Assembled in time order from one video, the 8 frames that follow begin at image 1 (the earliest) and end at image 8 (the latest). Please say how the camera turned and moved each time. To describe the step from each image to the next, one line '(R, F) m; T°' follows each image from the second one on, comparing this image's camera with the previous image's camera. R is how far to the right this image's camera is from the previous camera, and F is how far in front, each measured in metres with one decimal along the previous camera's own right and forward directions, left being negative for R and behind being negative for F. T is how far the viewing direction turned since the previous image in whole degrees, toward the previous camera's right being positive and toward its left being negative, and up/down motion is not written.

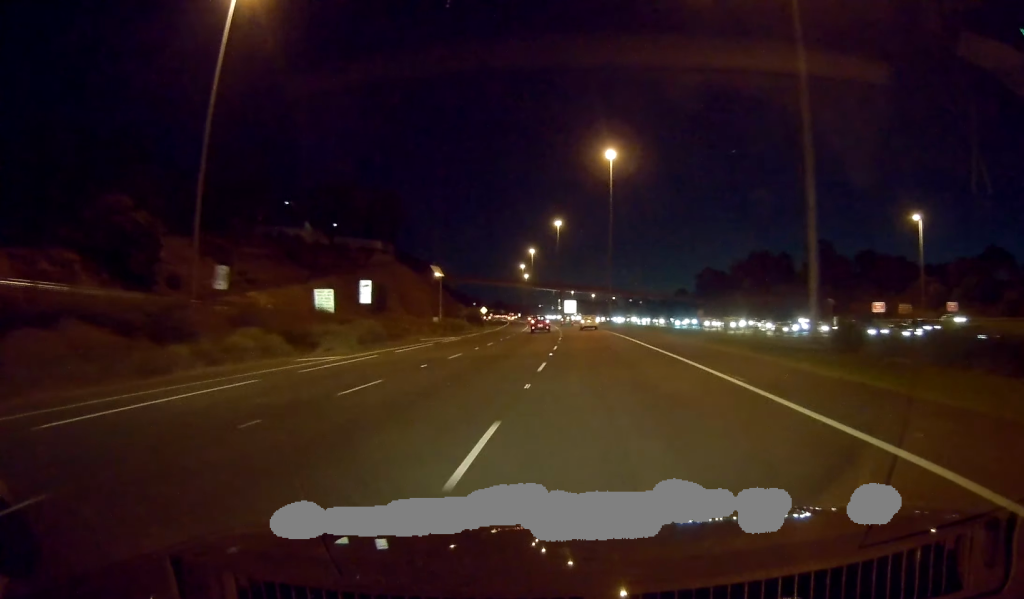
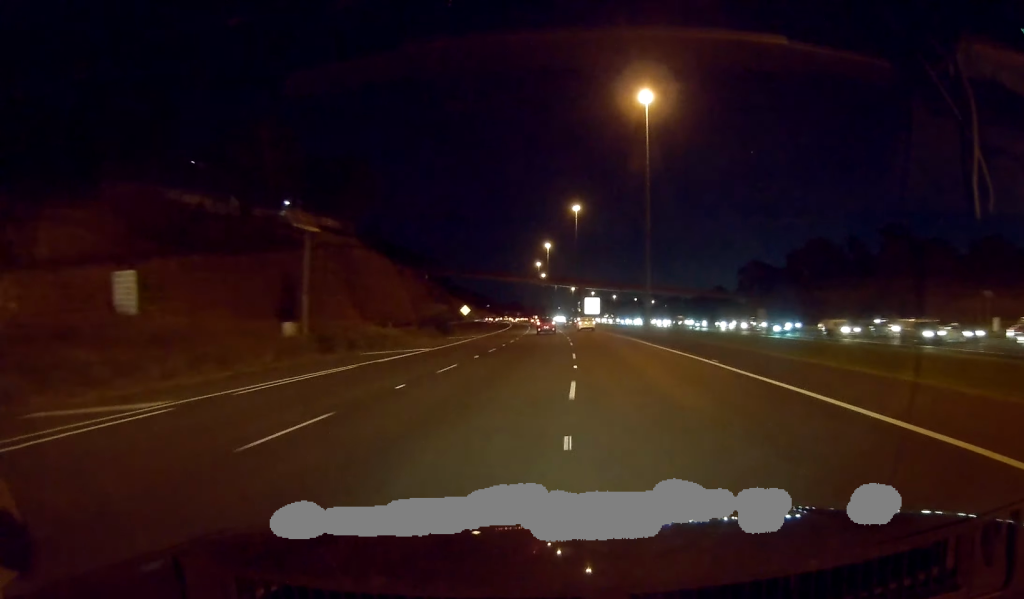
(-0.6, +41.9) m; -2°
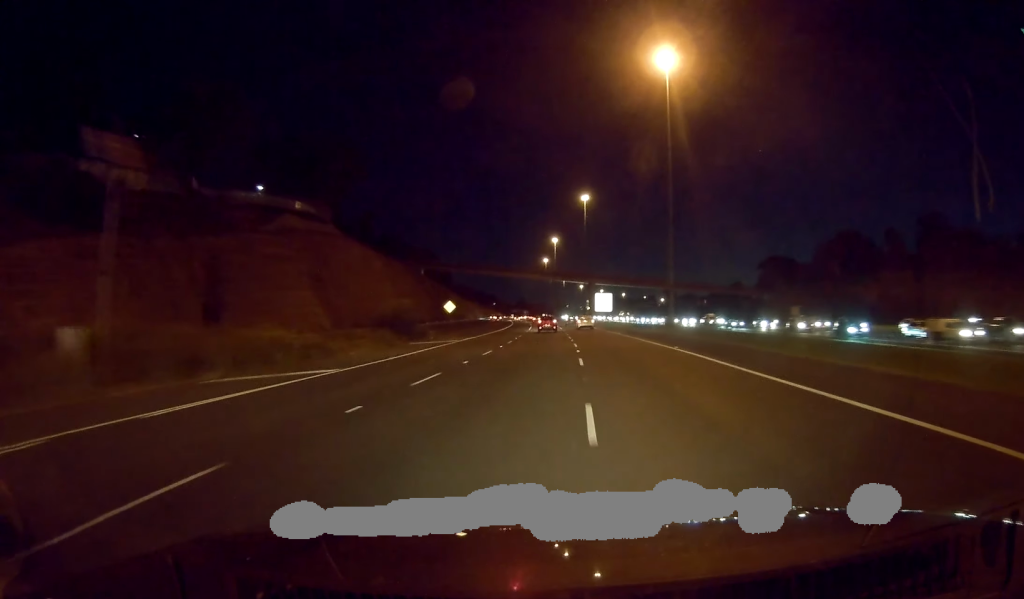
(-0.2, +16.5) m; -1°
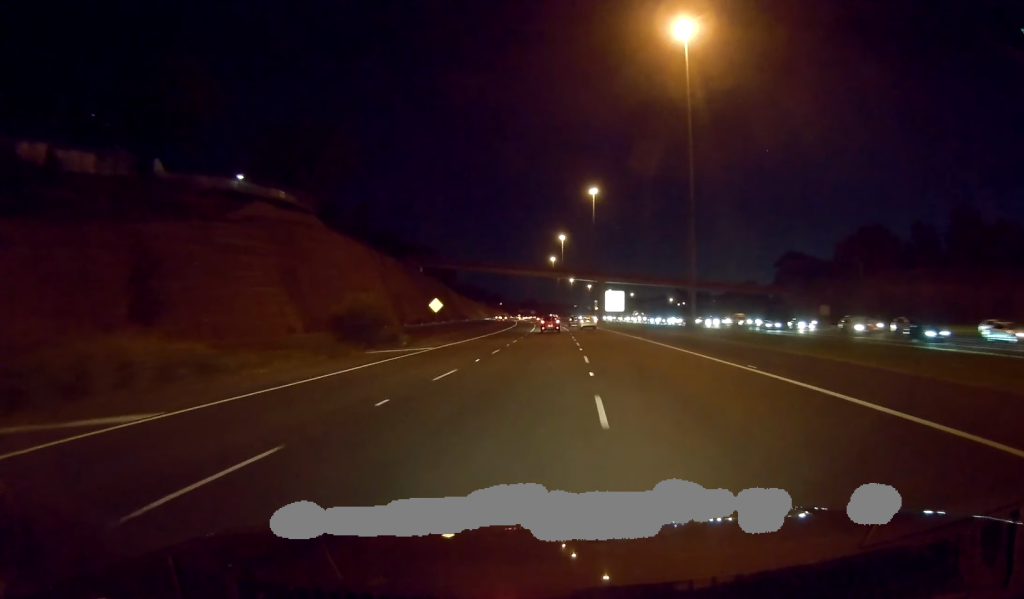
(-0.1, +10.9) m; -1°
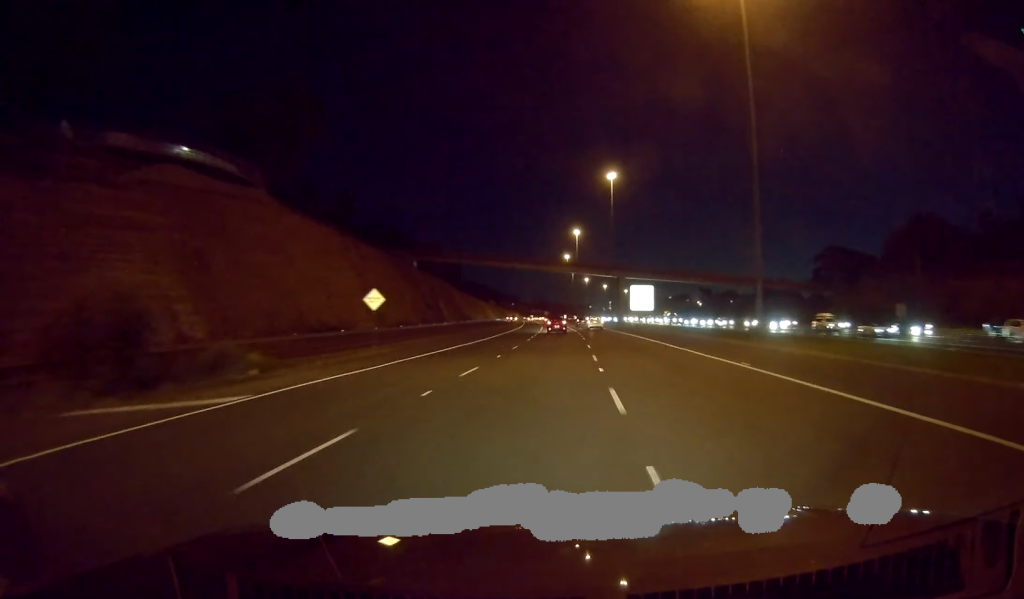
(-0.1, +22.6) m; -1°
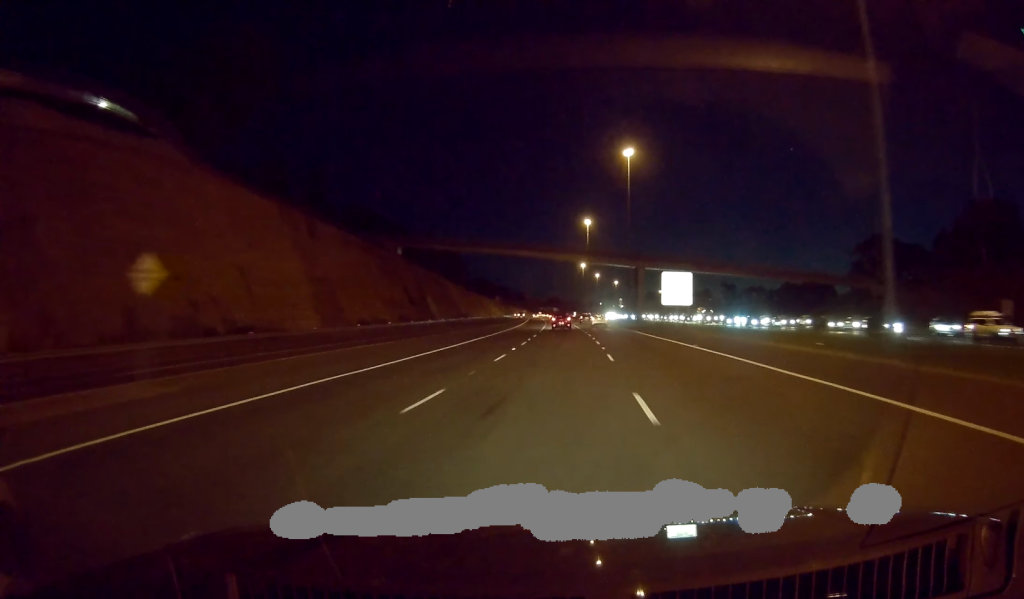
(-0.3, +22.5) m; -2°
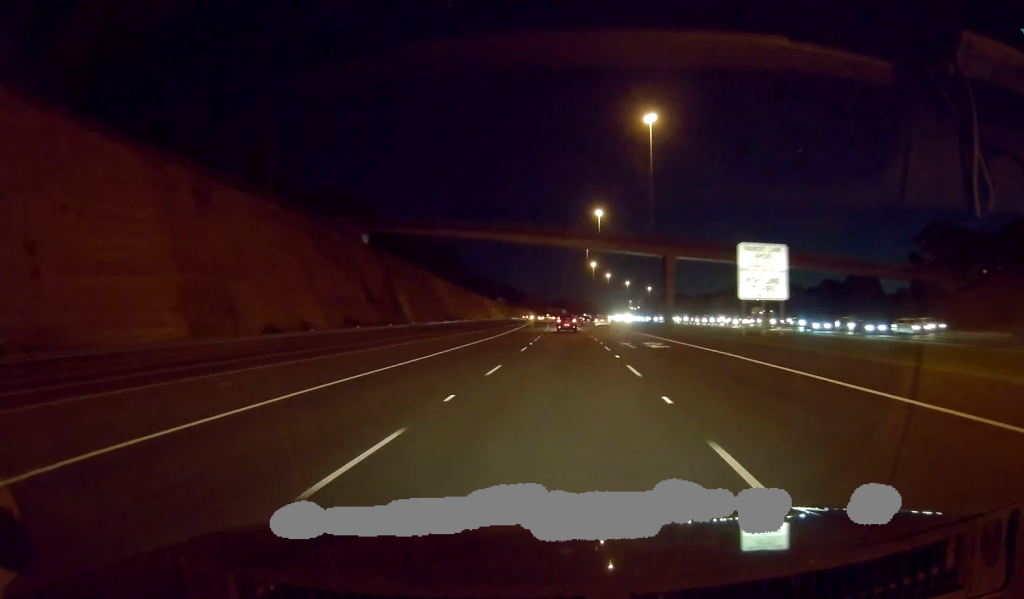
(-0.3, +27.9) m; 0°
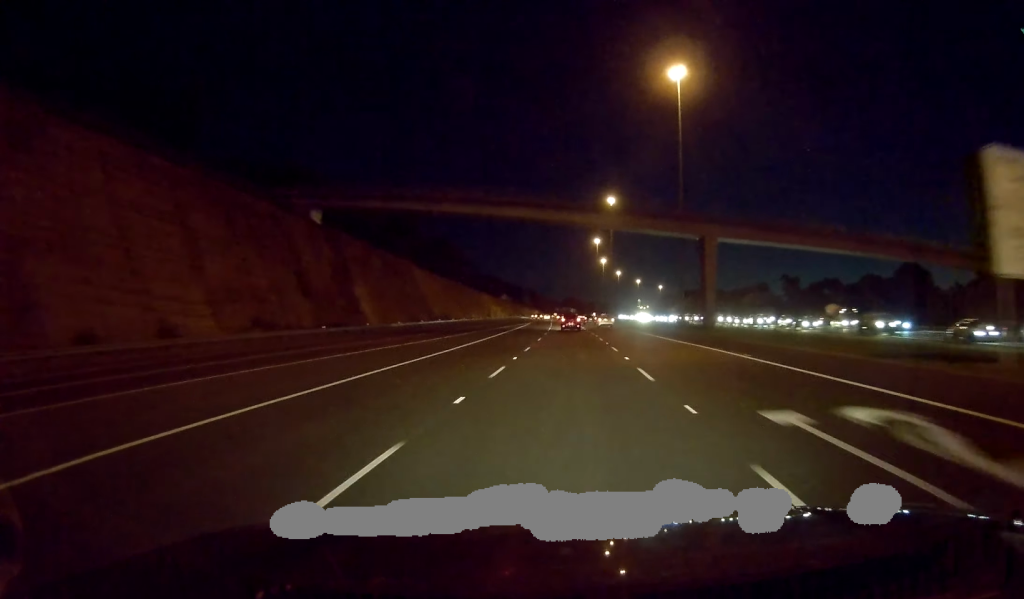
(+0.5, +24.5) m; 0°
